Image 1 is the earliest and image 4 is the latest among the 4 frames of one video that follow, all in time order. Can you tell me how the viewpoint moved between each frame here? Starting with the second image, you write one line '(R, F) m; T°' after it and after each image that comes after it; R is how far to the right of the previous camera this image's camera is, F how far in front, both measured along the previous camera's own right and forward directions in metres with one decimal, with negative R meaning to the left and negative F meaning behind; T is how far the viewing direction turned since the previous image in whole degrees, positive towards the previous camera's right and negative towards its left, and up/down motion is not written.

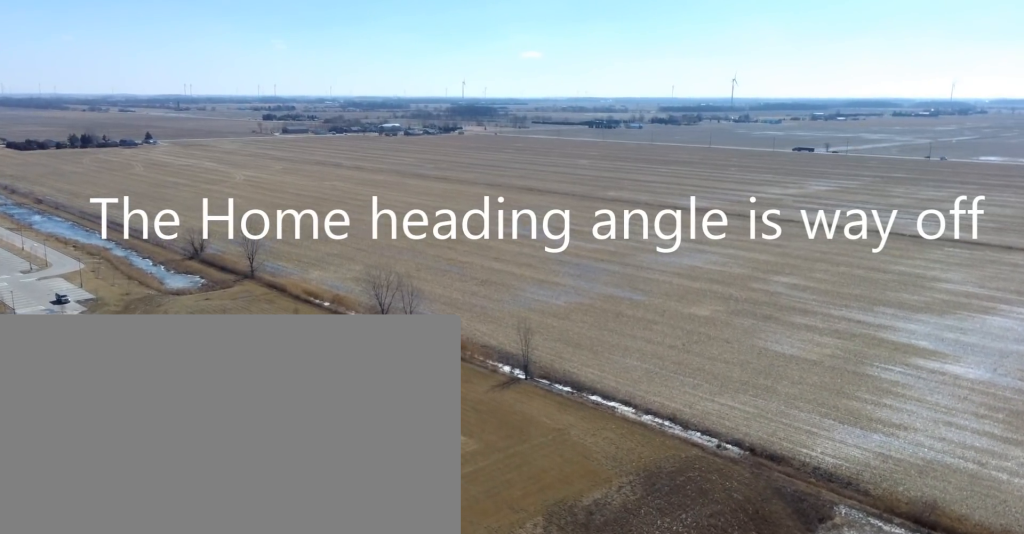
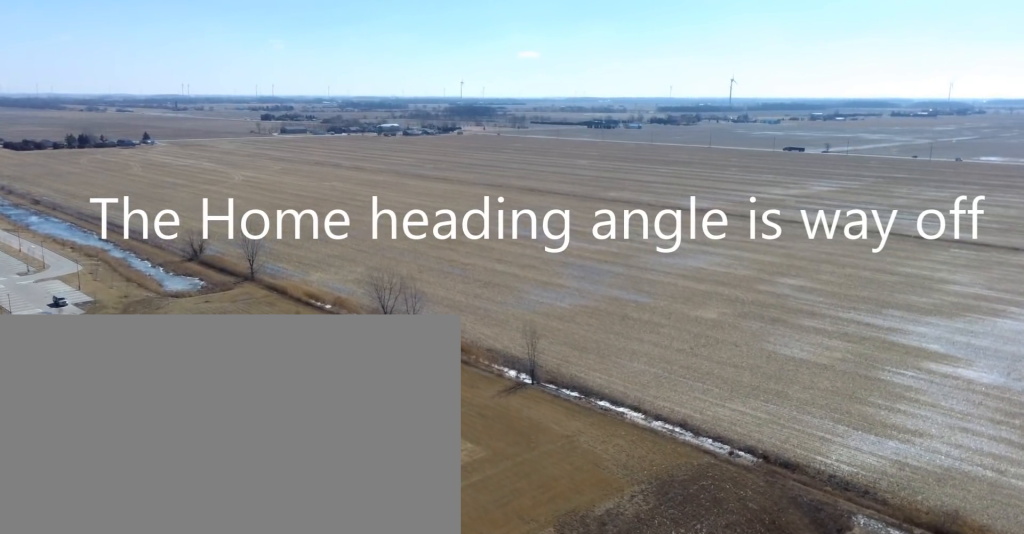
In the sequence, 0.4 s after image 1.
(0.0, +3.2) m; 0°
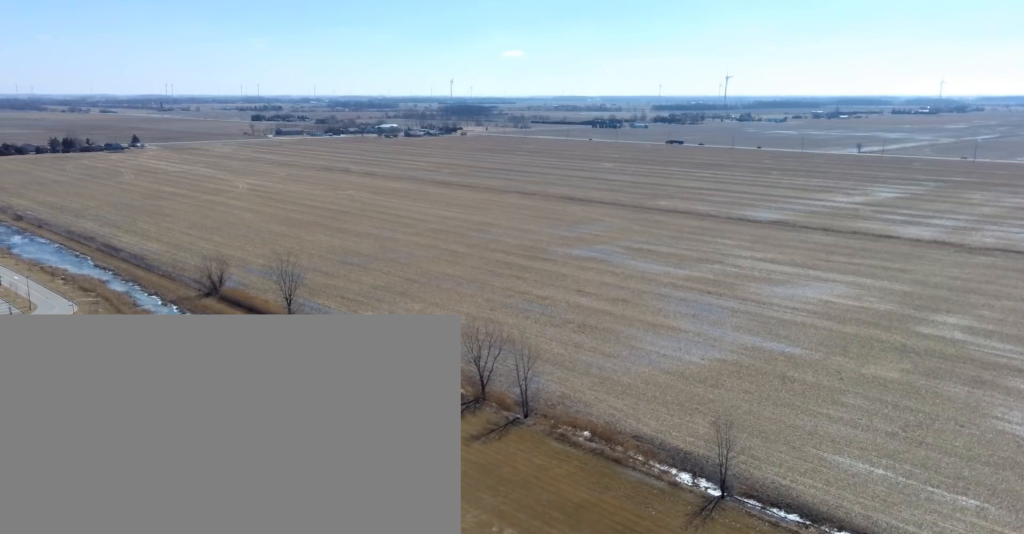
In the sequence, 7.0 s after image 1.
(-0.7, +45.5) m; -1°
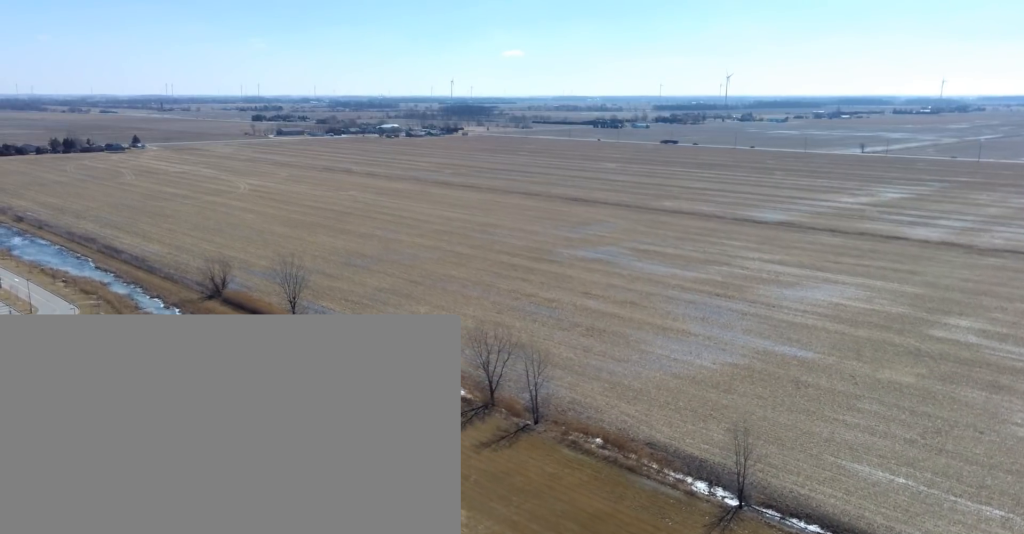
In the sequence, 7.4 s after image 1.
(0.0, +2.7) m; 0°
